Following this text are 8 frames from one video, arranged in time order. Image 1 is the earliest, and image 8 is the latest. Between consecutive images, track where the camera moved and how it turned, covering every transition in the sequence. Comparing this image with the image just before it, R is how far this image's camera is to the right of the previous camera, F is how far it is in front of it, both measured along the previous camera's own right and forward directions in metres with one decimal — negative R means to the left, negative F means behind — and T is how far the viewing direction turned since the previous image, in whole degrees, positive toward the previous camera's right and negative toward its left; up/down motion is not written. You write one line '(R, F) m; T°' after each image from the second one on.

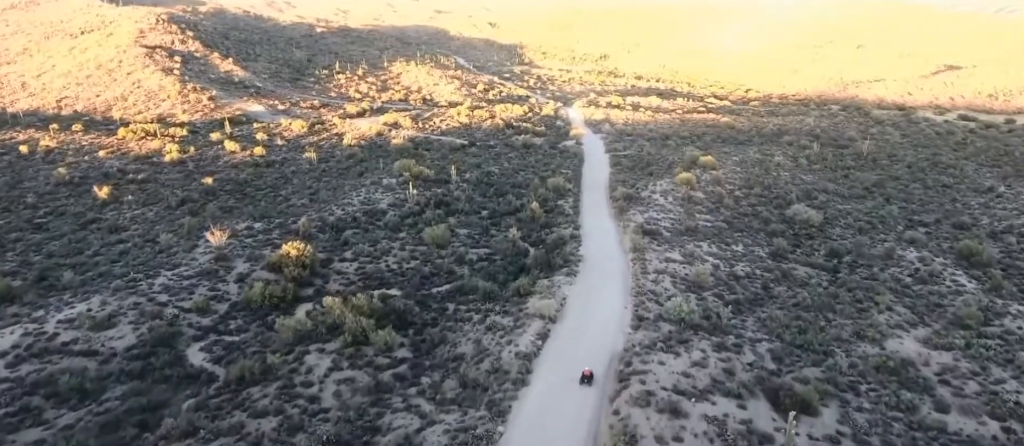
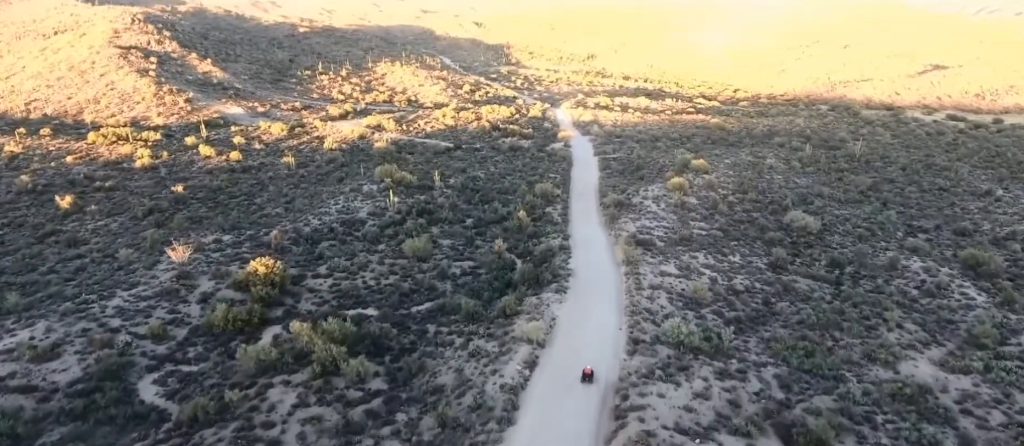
(+0.1, +5.7) m; +1°
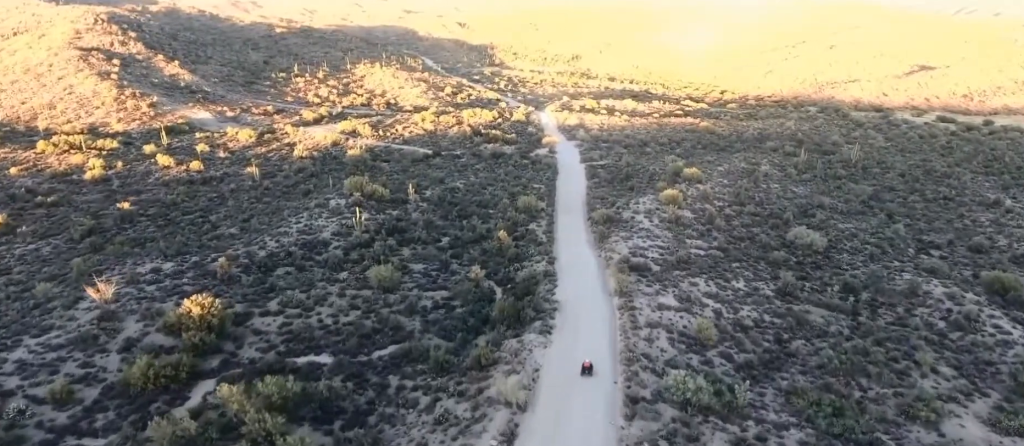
(+0.1, +14.7) m; 0°
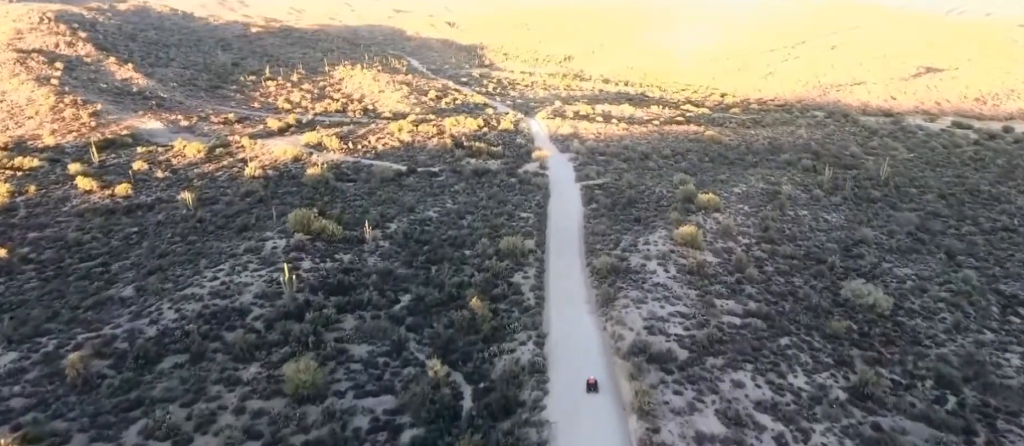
(+0.2, +29.9) m; +1°
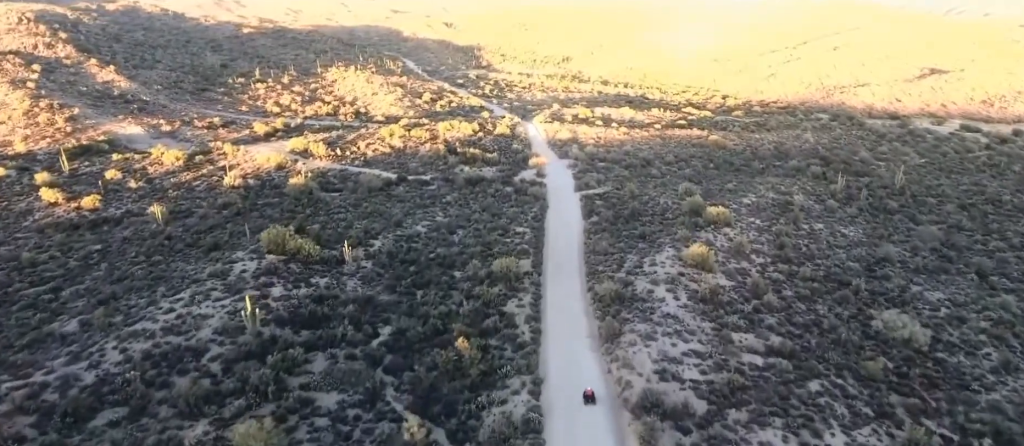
(0.0, +9.5) m; 0°
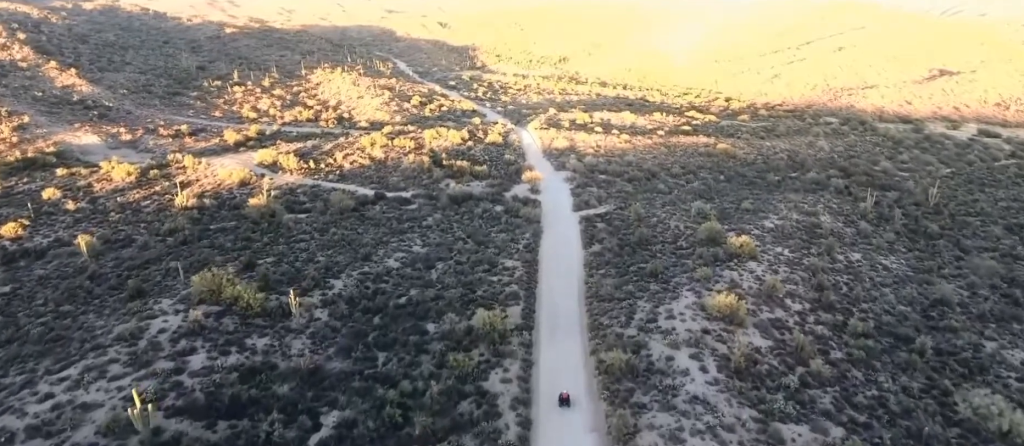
(0.0, +18.9) m; 0°
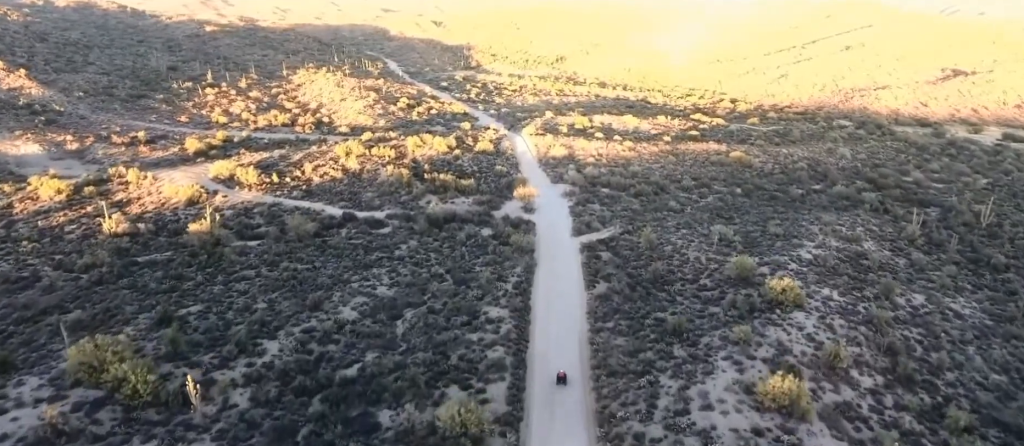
(0.0, +21.8) m; 0°
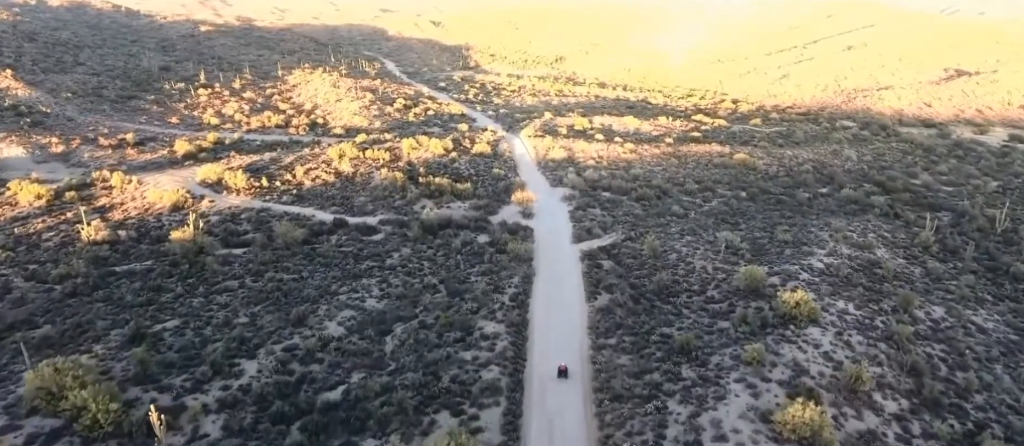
(0.0, +6.0) m; 0°
